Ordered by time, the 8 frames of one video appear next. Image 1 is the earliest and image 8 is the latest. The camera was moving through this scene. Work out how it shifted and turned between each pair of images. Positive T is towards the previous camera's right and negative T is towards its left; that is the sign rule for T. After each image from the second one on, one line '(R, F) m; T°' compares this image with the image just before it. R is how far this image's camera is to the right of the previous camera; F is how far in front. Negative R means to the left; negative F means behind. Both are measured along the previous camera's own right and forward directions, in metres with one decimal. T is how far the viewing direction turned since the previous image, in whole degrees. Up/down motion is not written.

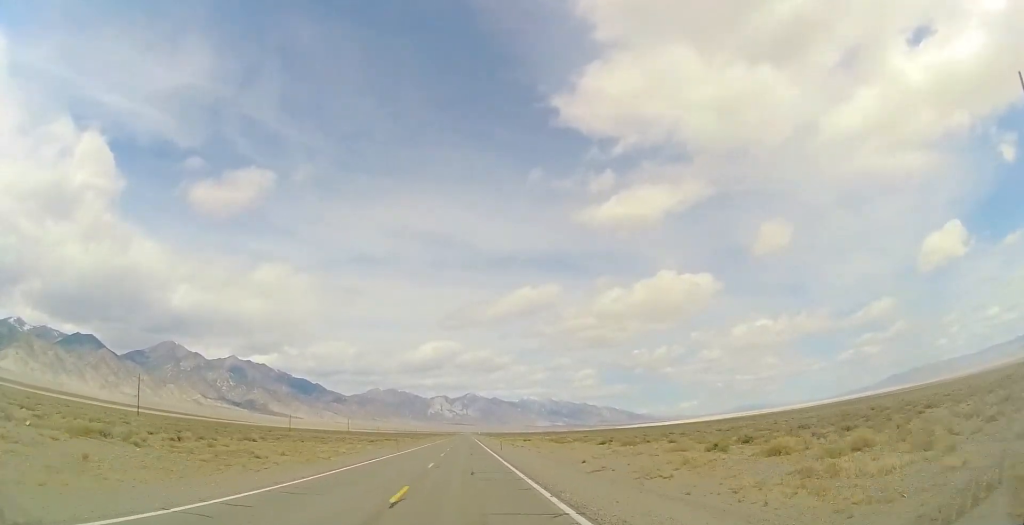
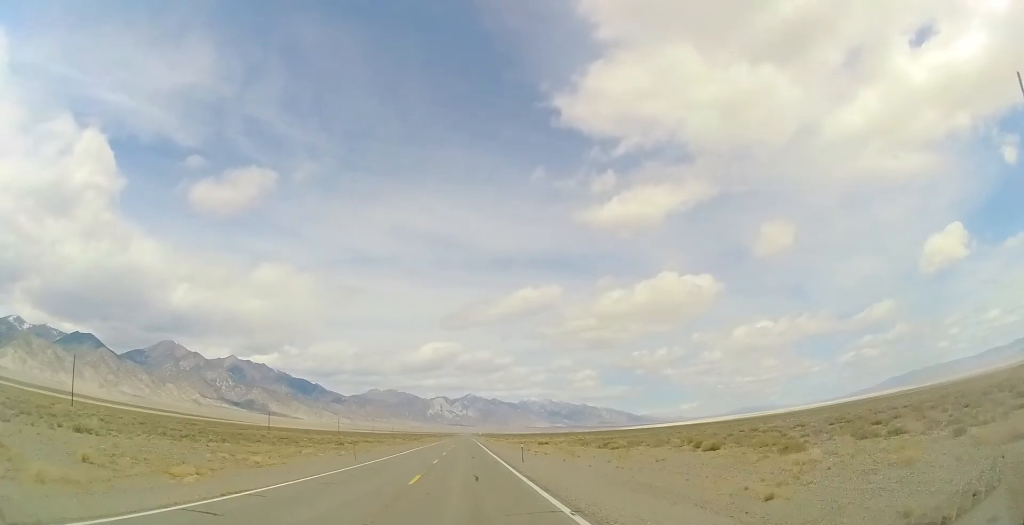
(+0.1, +19.7) m; 0°
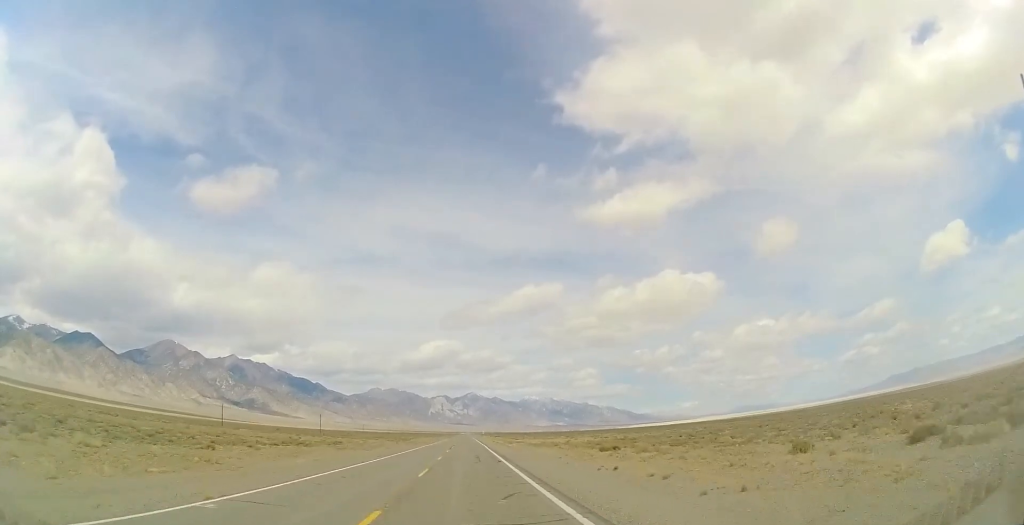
(-0.3, +33.8) m; 0°
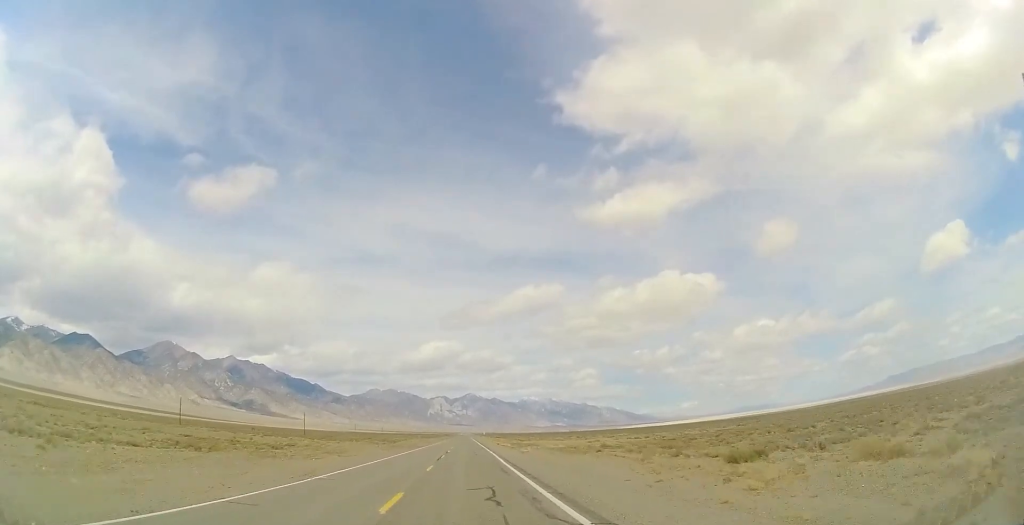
(+0.1, +21.0) m; 0°
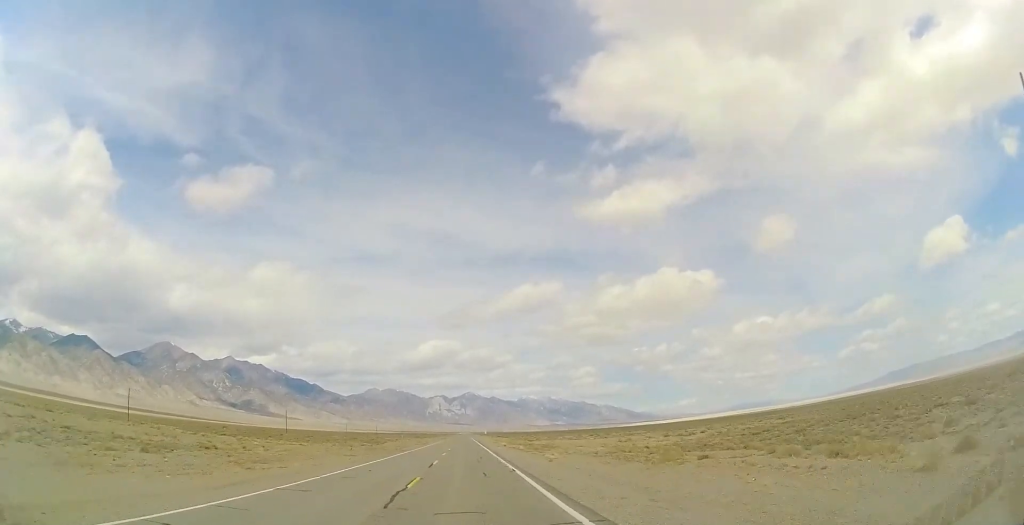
(+0.1, +19.8) m; 0°
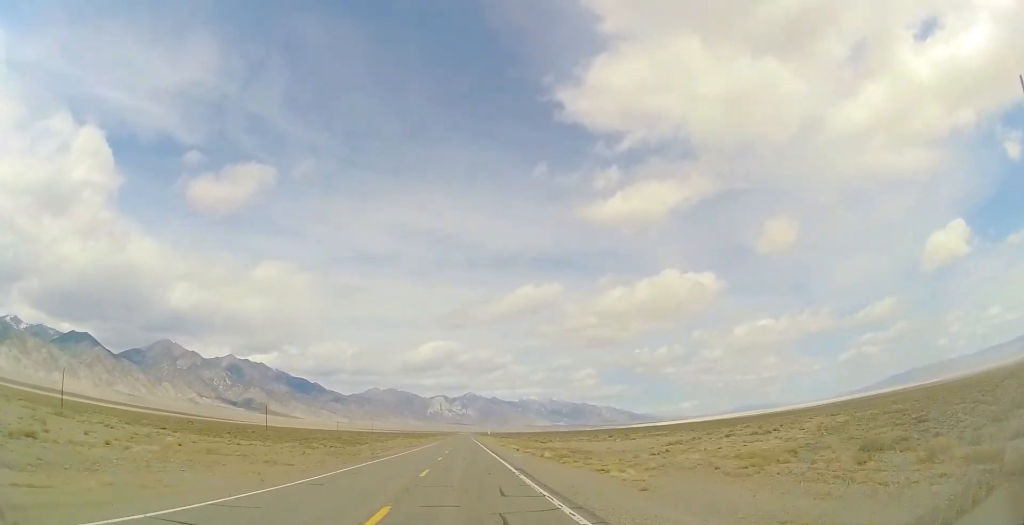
(0.0, +19.7) m; 0°
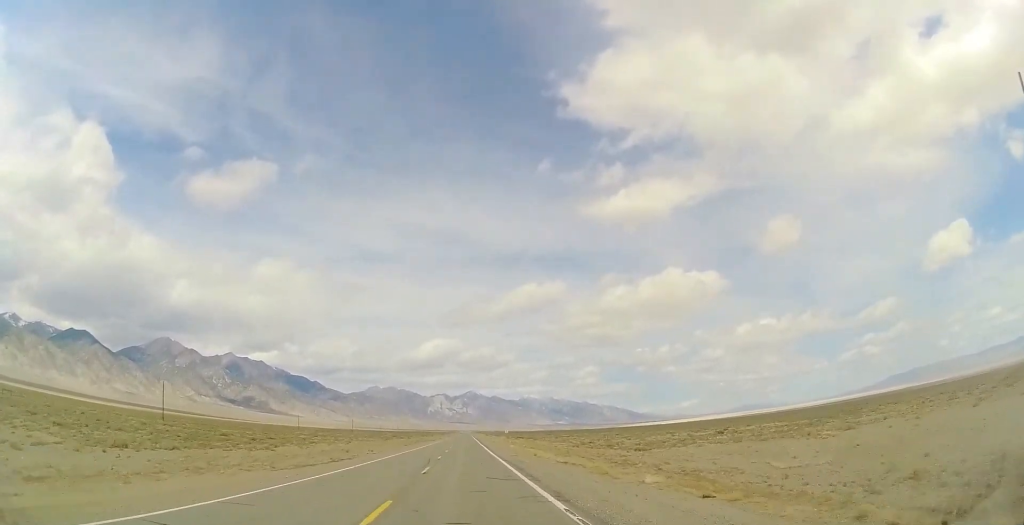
(-0.5, +60.0) m; 0°
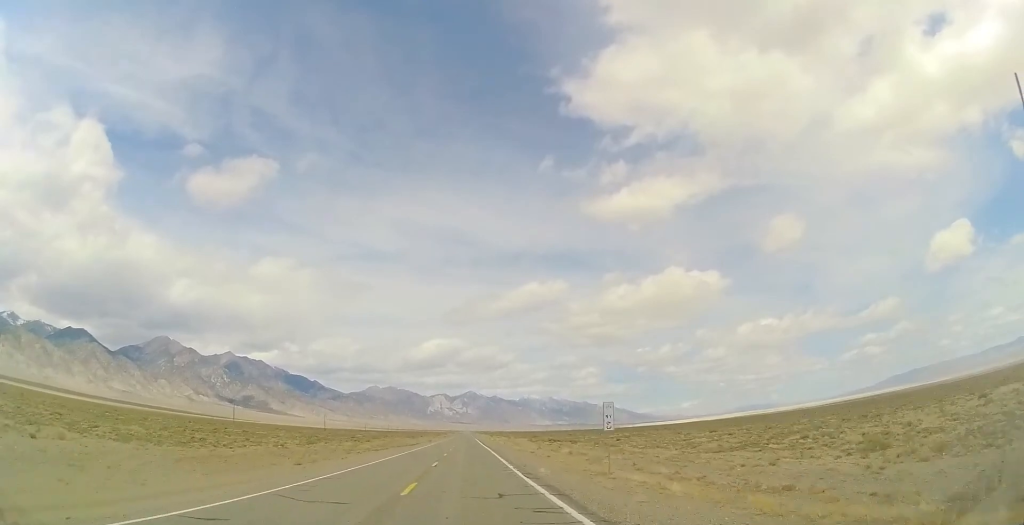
(+0.5, +55.9) m; +1°
